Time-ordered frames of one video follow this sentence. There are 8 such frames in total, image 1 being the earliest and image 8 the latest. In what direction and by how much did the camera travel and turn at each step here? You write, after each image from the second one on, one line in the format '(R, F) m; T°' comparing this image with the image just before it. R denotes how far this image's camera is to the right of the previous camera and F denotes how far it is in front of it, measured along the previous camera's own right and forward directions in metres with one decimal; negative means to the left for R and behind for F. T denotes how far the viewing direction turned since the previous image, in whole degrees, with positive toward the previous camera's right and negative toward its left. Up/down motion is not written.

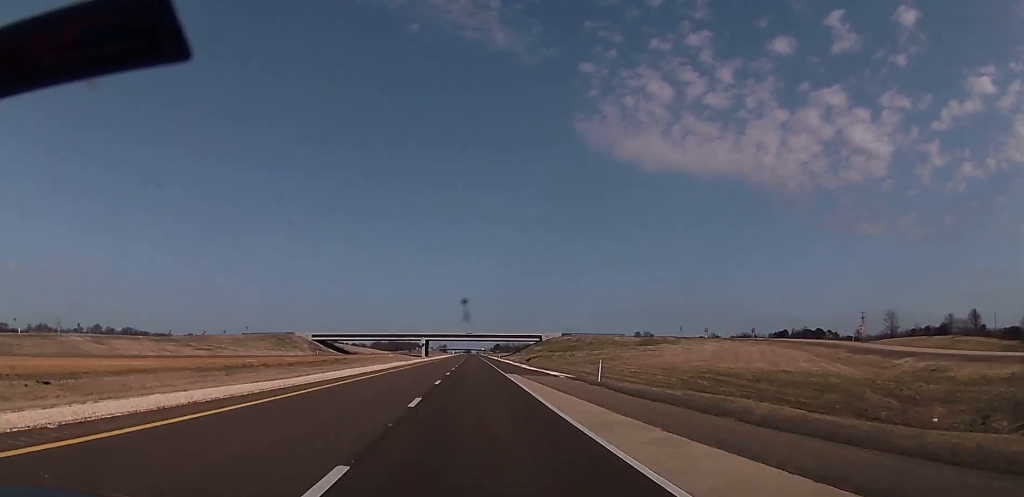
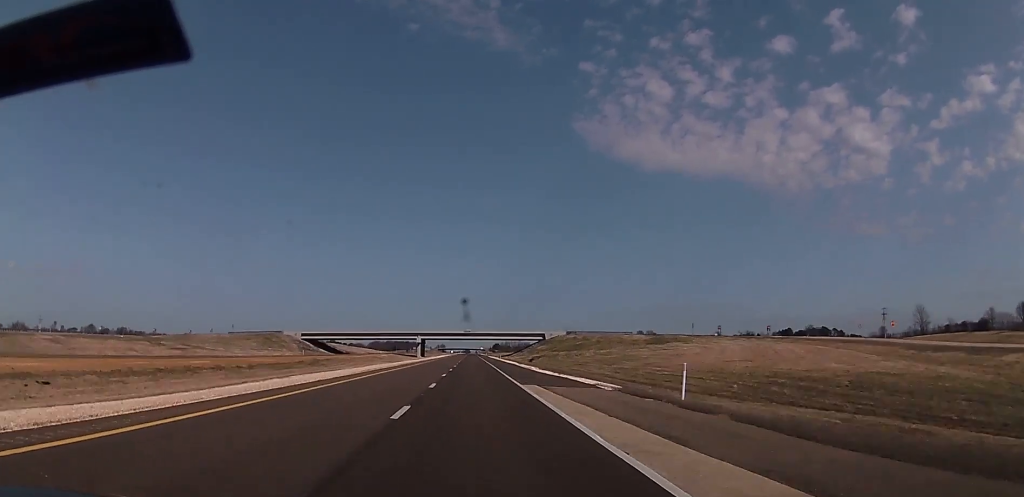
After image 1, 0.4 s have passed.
(-0.1, +15.5) m; 0°
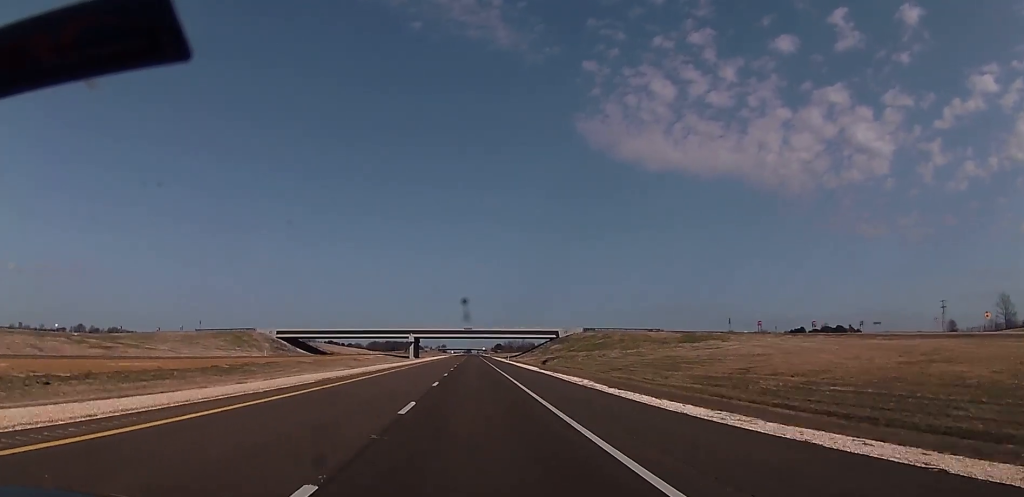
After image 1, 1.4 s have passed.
(+0.4, +34.6) m; 0°
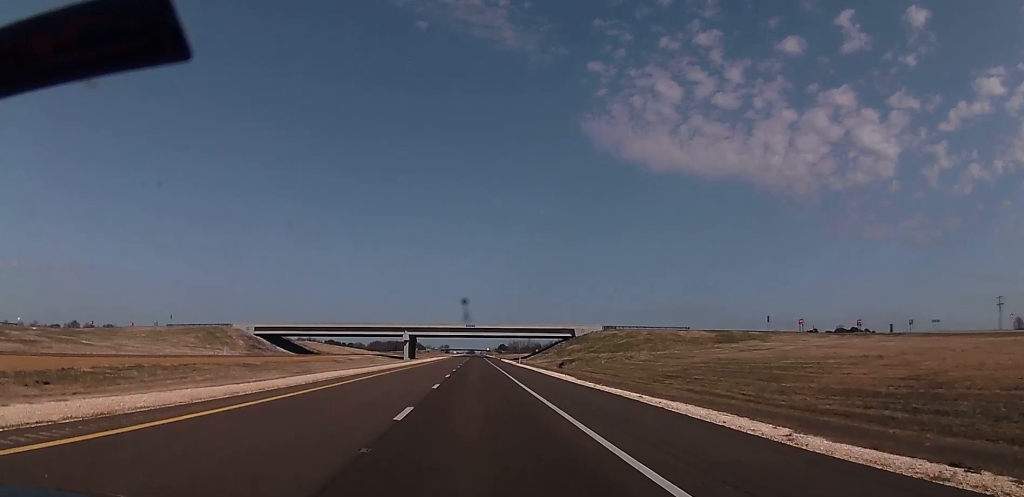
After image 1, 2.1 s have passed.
(-0.3, +26.1) m; -1°
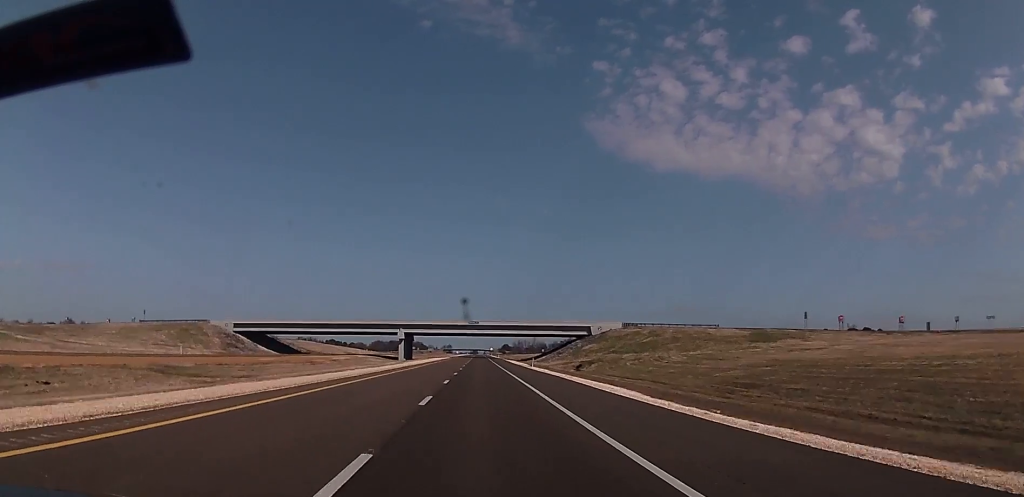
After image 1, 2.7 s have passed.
(-0.1, +20.2) m; 0°
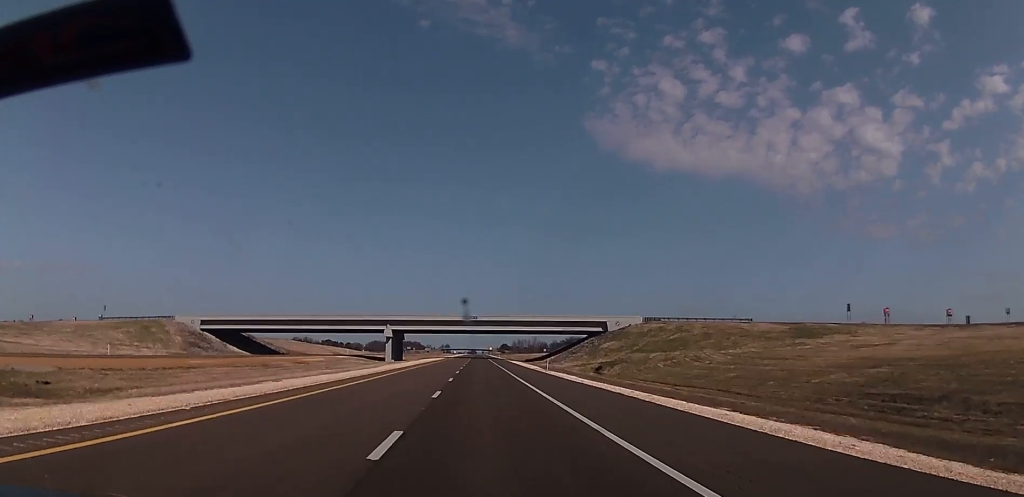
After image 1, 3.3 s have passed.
(0.0, +21.4) m; 0°
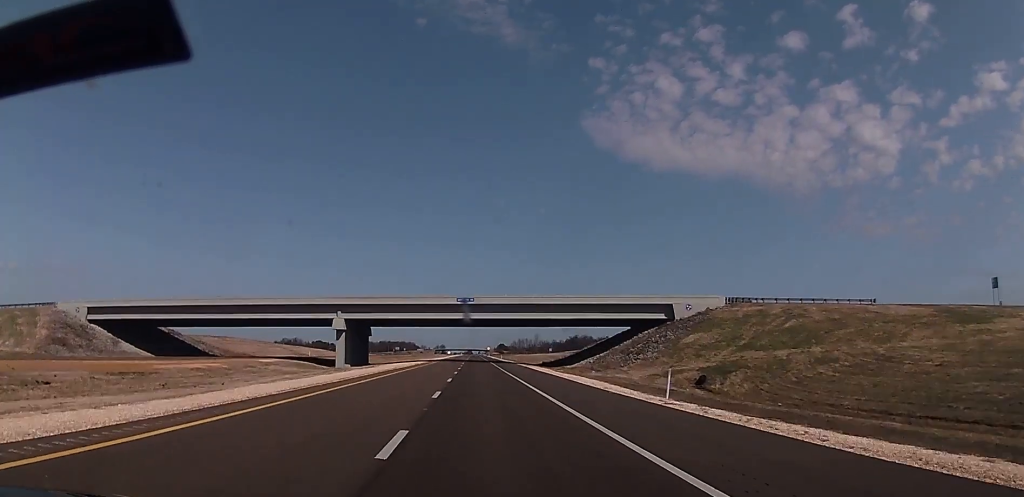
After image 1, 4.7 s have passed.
(0.0, +48.9) m; 0°
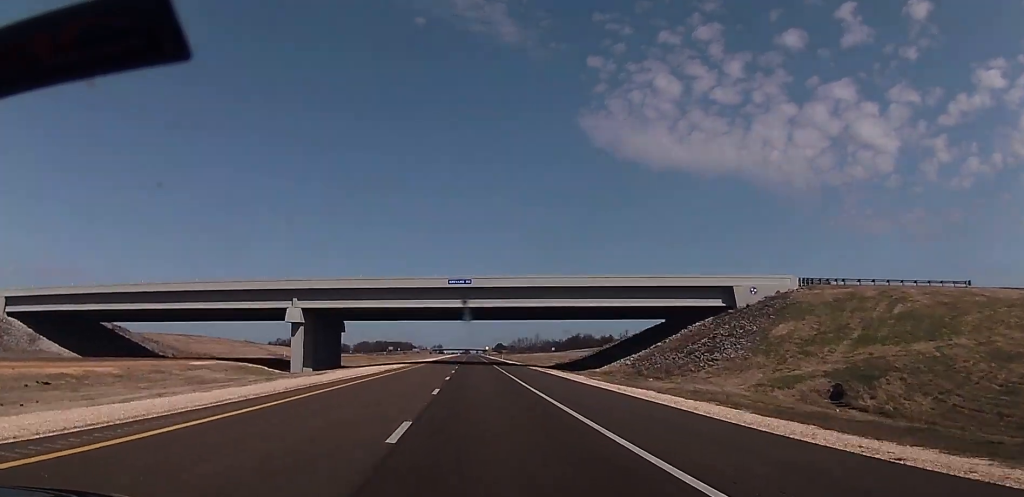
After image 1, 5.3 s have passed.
(0.0, +22.6) m; 0°
